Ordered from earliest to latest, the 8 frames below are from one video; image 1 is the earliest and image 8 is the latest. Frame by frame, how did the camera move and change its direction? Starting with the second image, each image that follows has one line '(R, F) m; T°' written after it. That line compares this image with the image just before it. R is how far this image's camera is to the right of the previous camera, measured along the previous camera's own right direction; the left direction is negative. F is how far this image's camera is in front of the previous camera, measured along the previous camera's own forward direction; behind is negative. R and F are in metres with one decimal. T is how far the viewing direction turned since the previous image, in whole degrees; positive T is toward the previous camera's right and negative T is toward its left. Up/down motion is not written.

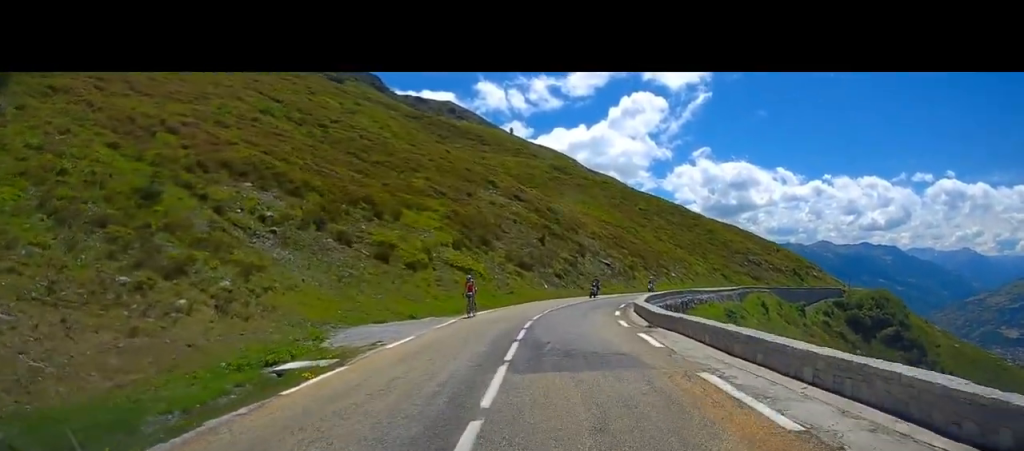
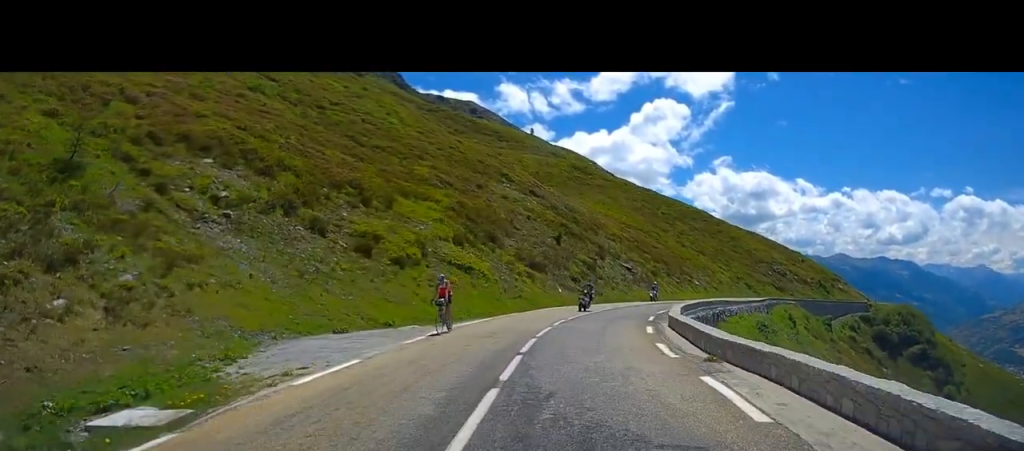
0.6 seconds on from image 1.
(-0.1, +6.2) m; +1°
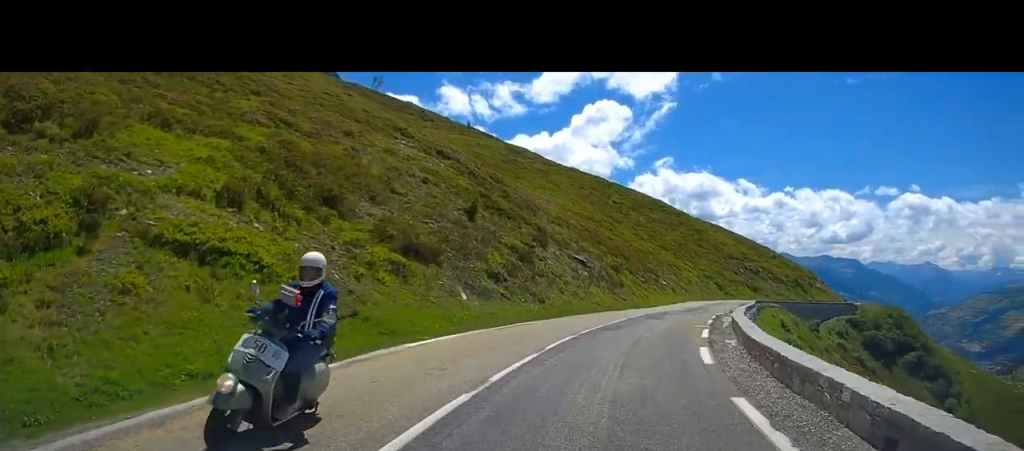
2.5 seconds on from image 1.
(+1.8, +21.1) m; +13°
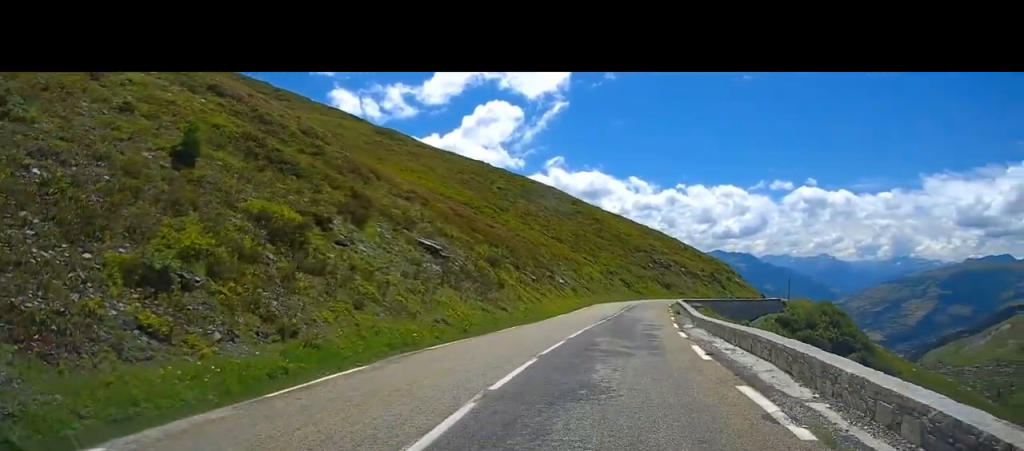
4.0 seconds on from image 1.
(+1.7, +17.1) m; +9°
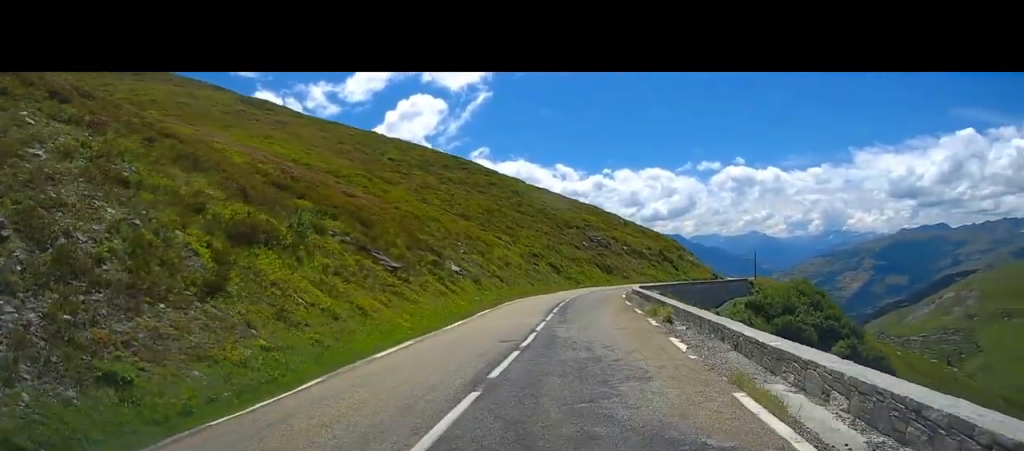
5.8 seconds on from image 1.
(+0.9, +20.1) m; +3°
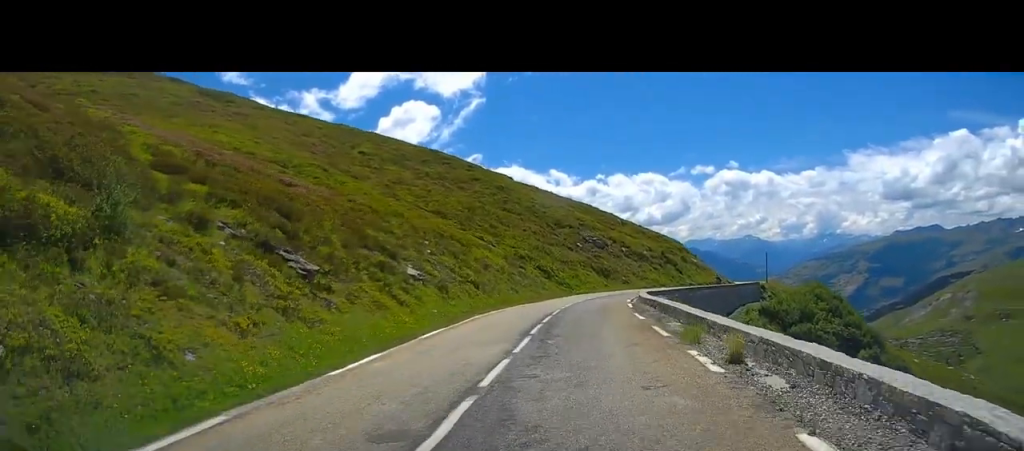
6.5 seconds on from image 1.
(0.0, +8.2) m; -2°
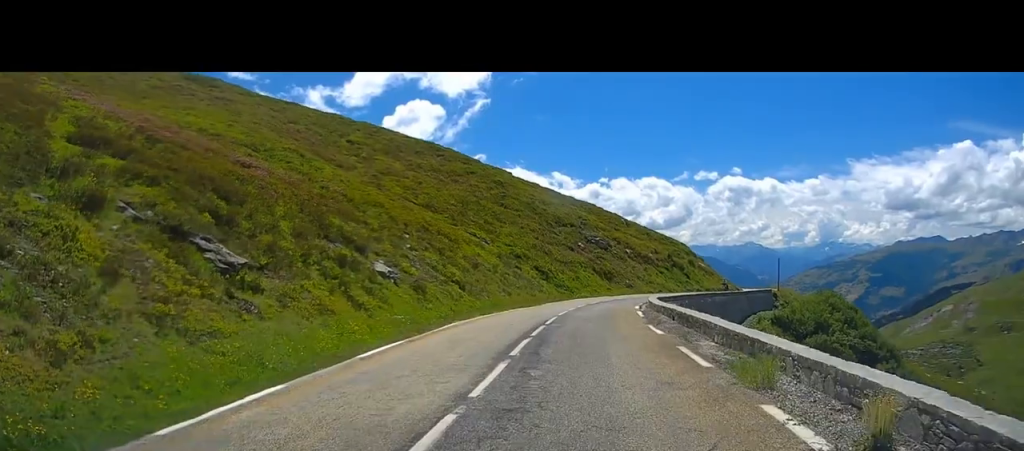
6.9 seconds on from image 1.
(0.0, +4.6) m; -2°
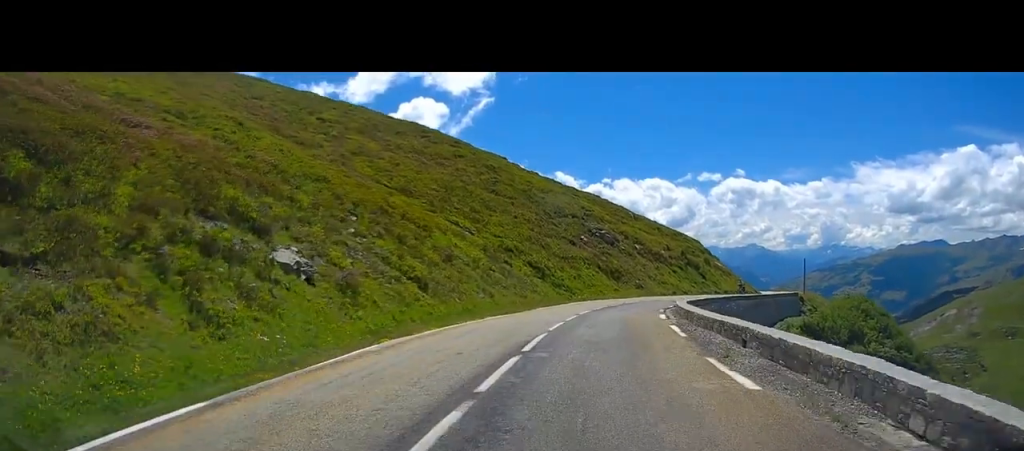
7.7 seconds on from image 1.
(-0.3, +8.1) m; -2°
